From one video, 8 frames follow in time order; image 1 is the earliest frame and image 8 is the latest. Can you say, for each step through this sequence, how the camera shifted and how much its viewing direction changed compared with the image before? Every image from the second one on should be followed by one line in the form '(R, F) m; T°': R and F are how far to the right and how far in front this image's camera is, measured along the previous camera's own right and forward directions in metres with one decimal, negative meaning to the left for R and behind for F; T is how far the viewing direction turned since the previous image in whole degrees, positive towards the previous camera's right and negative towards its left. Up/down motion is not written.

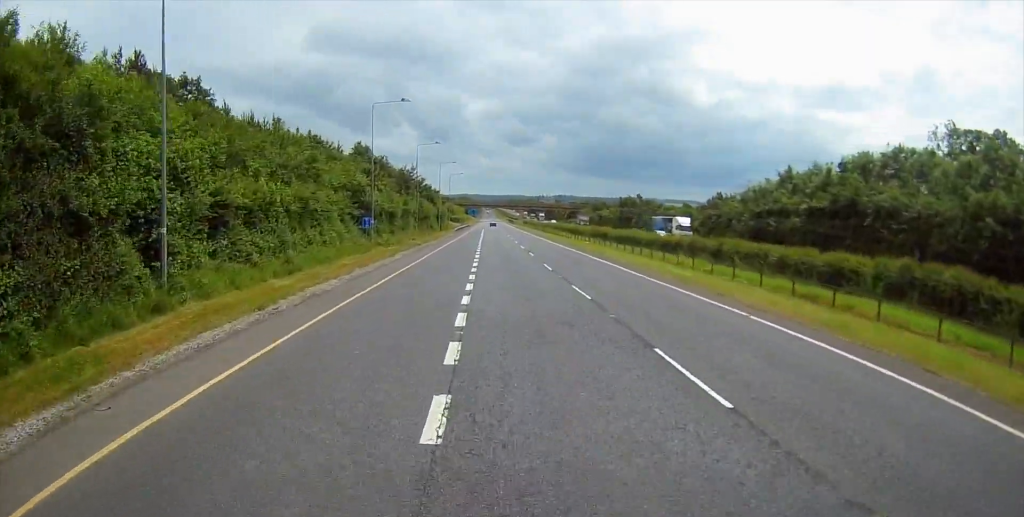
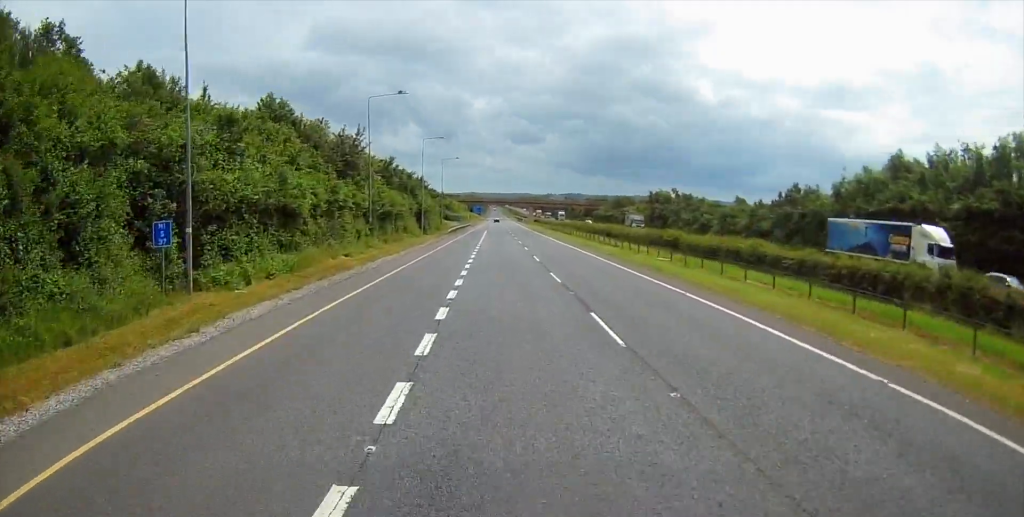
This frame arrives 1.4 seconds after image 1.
(-0.1, +32.1) m; 0°
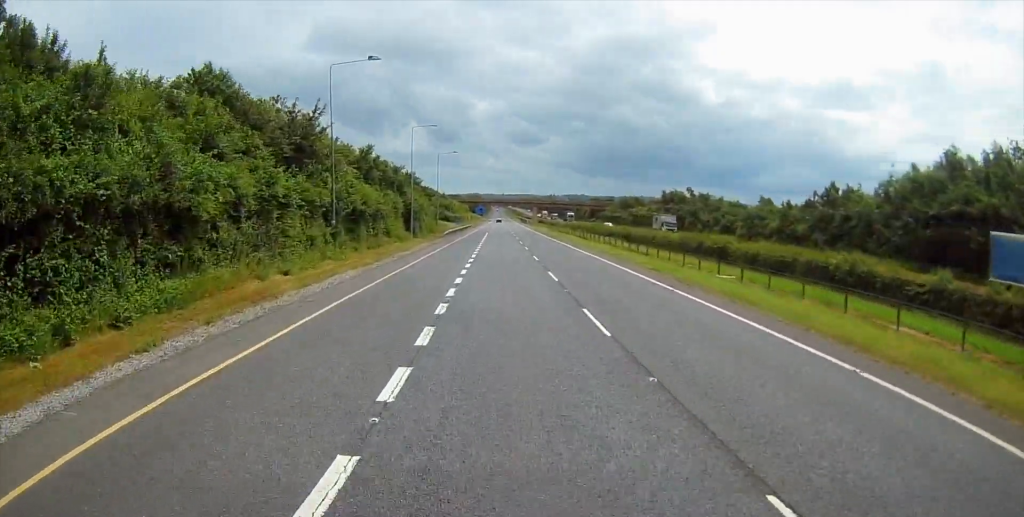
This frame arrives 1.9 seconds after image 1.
(+0.1, +11.5) m; 0°
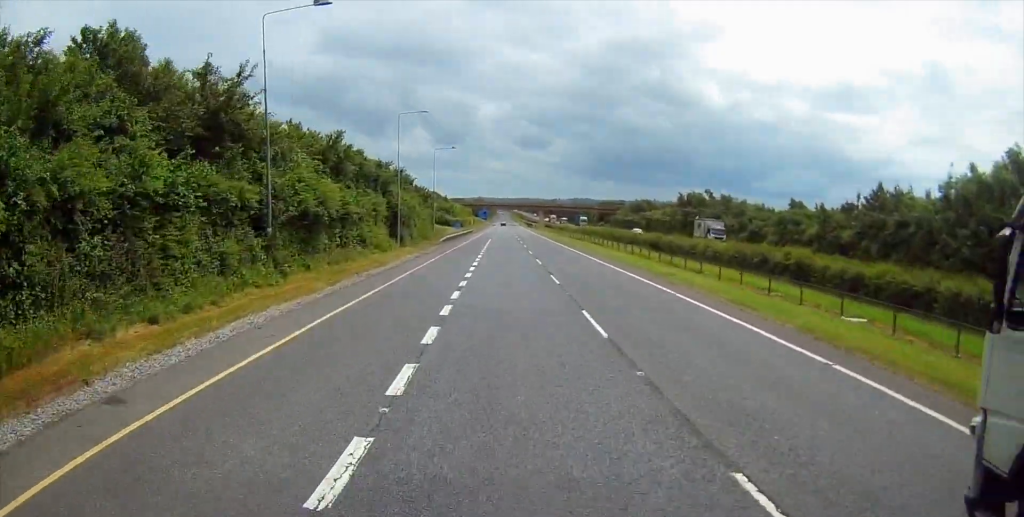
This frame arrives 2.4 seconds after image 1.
(0.0, +11.4) m; 0°
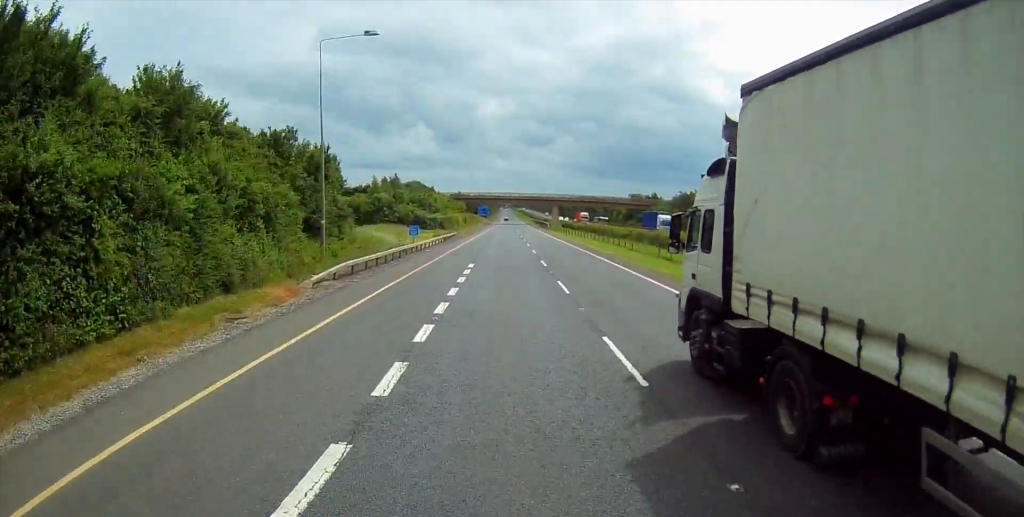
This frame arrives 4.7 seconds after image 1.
(-0.8, +52.4) m; -1°
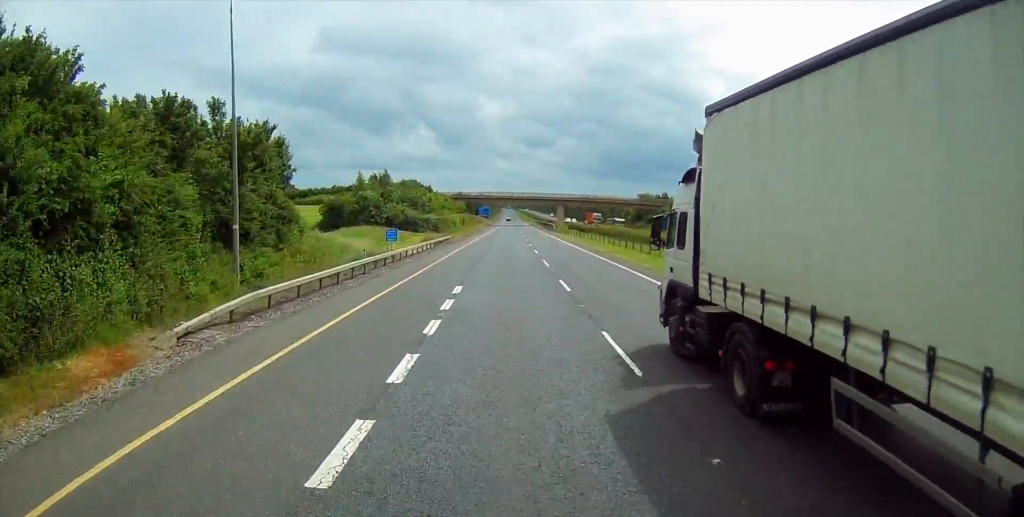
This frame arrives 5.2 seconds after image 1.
(-0.1, +11.2) m; 0°
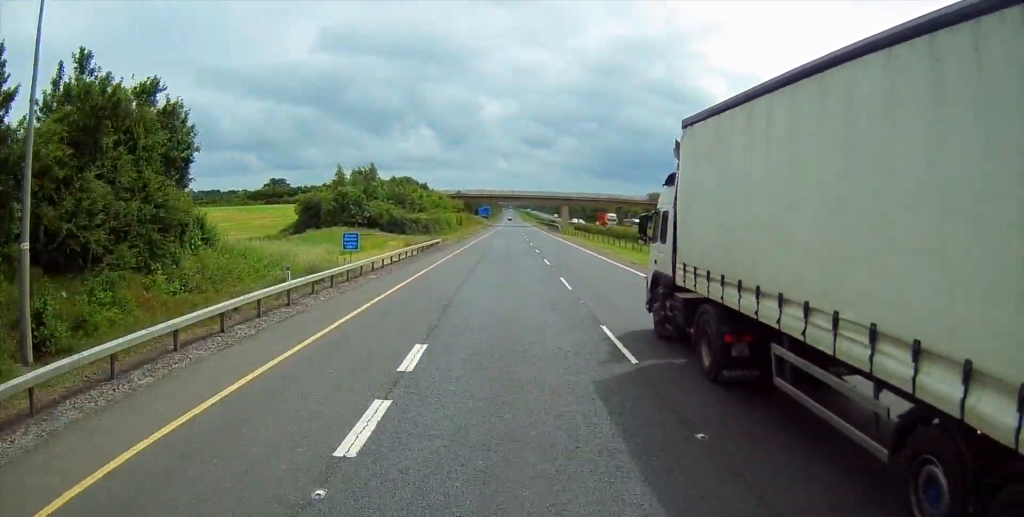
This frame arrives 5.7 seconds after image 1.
(+0.1, +11.2) m; 0°
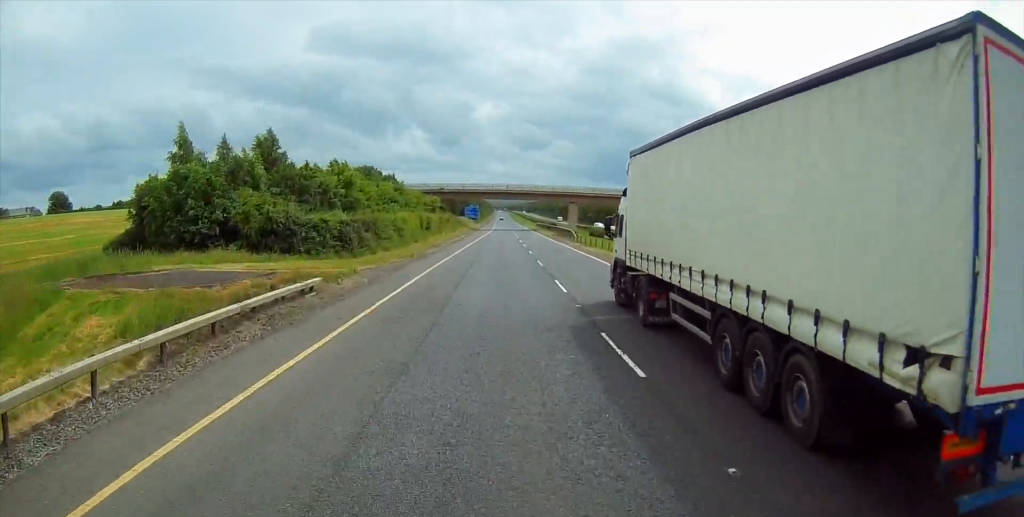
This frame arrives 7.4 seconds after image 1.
(-0.1, +36.7) m; 0°
